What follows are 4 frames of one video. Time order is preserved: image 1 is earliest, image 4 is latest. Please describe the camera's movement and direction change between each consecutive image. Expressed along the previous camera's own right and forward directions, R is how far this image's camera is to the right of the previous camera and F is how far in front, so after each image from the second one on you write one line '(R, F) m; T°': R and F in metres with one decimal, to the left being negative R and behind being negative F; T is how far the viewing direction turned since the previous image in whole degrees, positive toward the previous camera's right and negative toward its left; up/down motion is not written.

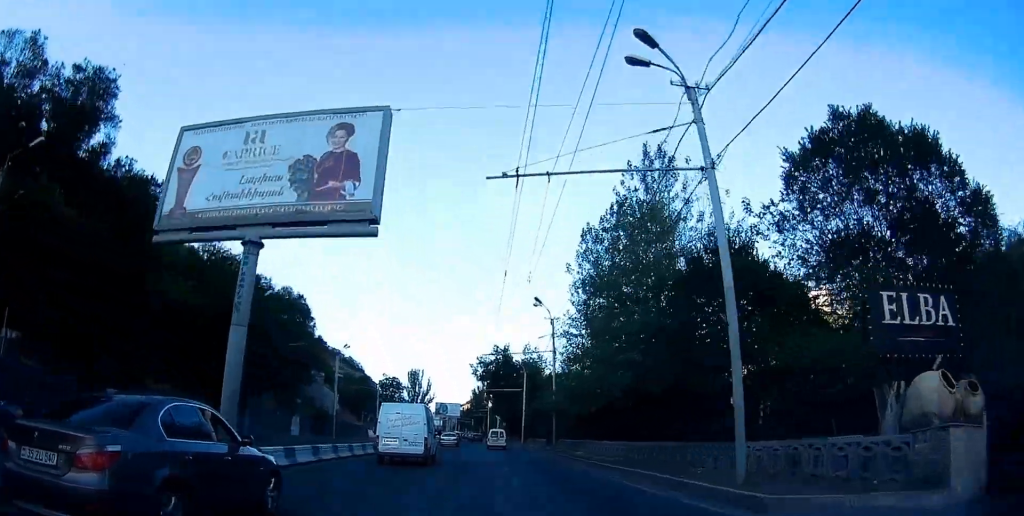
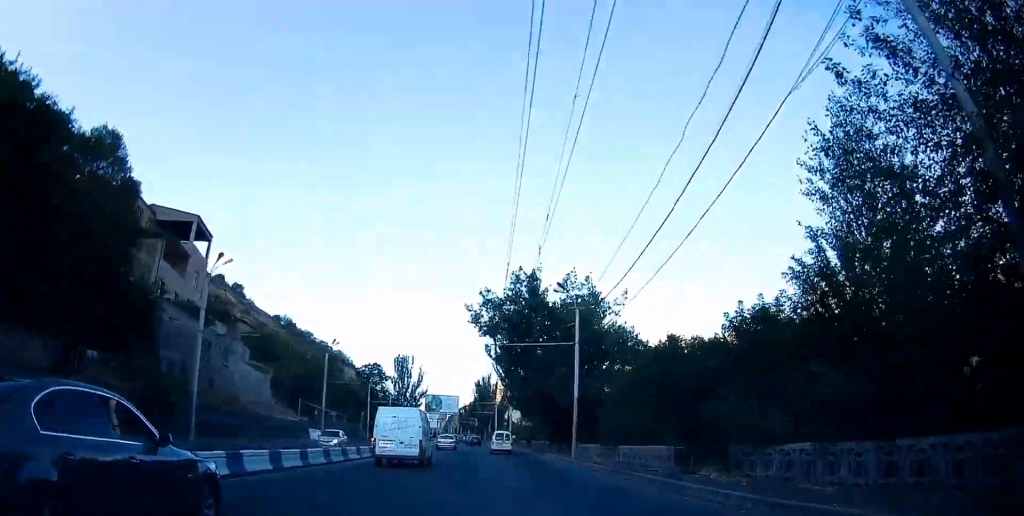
(-0.4, +37.6) m; 0°
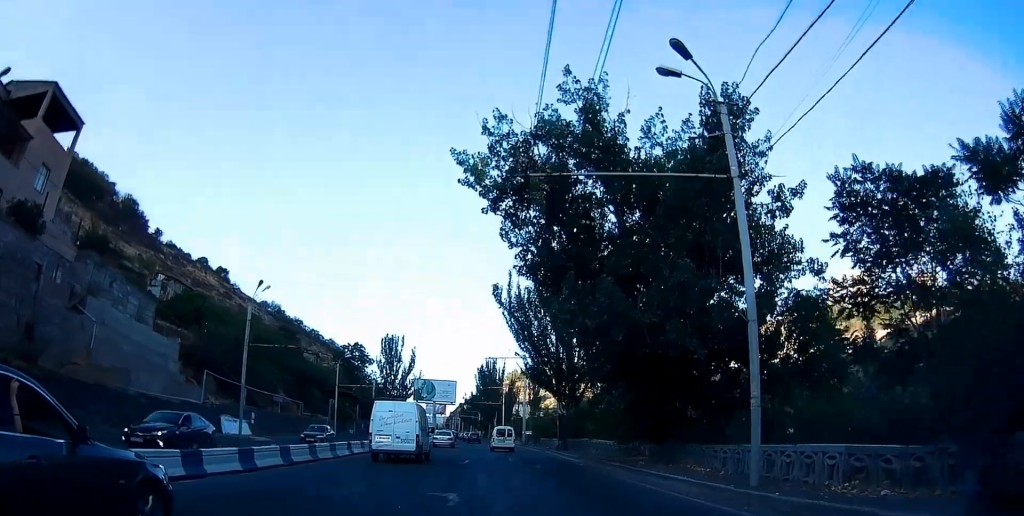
(+0.2, +23.4) m; 0°
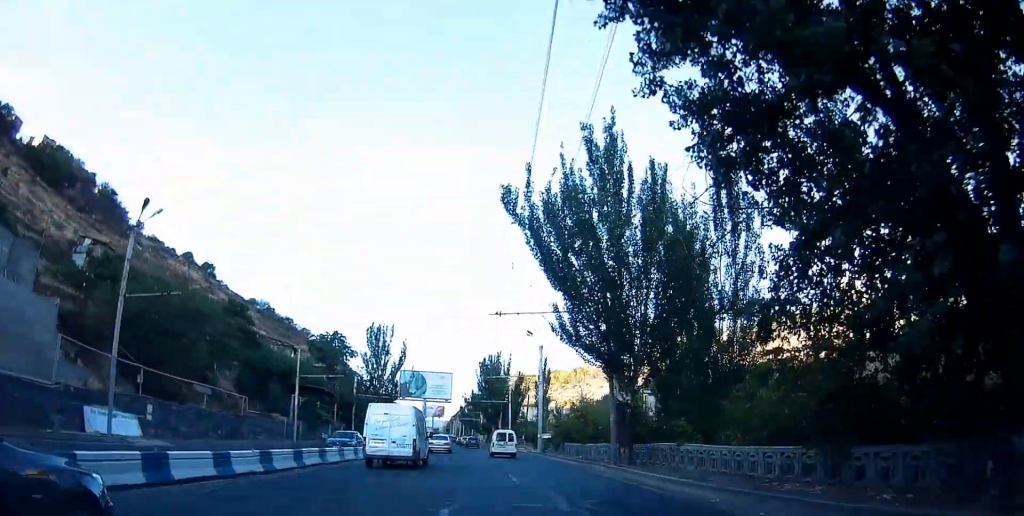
(-0.3, +16.5) m; 0°
